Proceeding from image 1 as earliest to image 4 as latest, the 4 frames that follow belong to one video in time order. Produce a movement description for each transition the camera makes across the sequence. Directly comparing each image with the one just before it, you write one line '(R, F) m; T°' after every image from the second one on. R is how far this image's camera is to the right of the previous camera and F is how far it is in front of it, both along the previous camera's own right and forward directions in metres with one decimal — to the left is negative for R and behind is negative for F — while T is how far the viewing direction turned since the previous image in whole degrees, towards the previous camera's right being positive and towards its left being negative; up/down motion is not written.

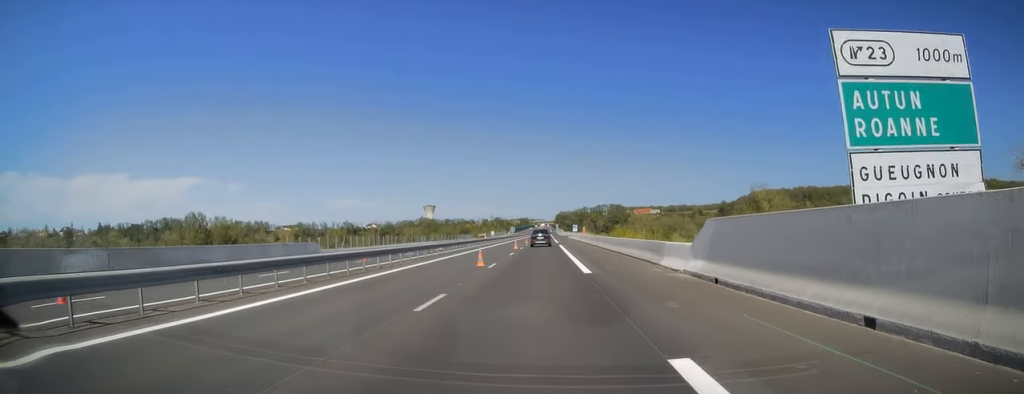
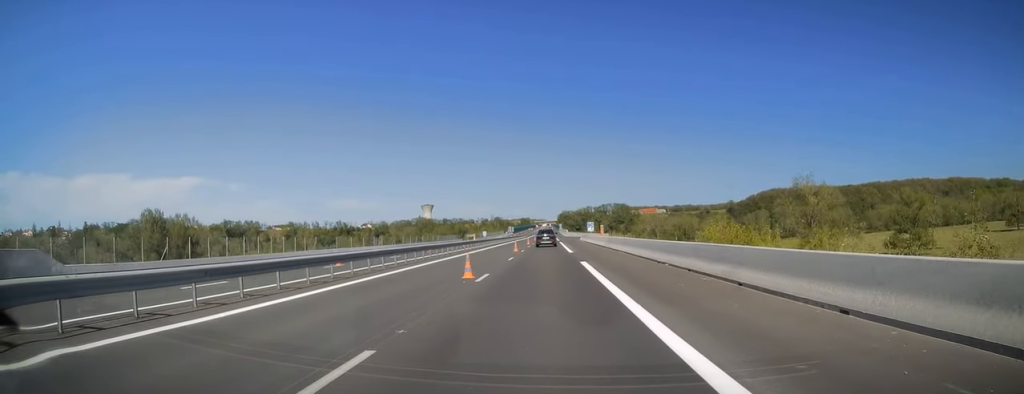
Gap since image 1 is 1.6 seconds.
(+0.2, +32.5) m; 0°
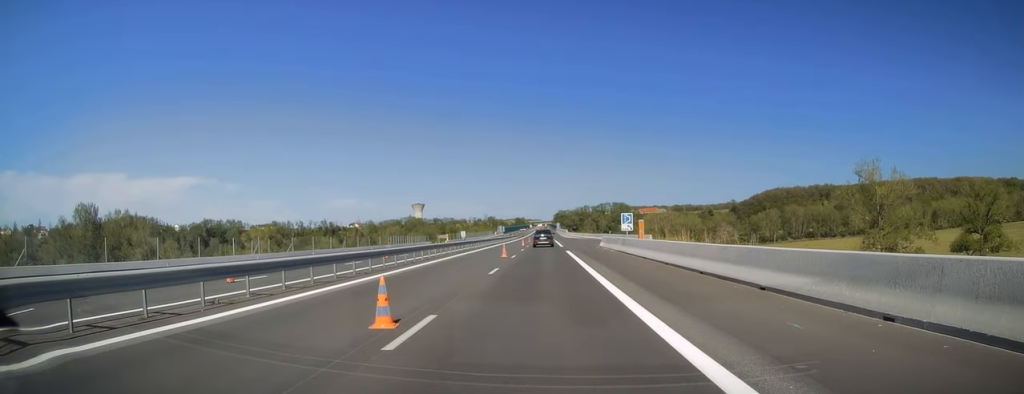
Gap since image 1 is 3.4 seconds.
(+0.1, +35.8) m; 0°
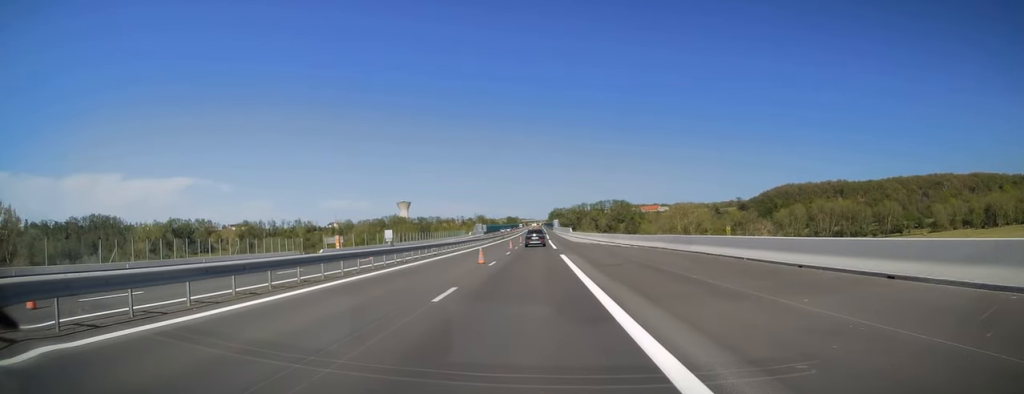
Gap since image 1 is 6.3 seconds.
(+0.8, +59.8) m; +1°
